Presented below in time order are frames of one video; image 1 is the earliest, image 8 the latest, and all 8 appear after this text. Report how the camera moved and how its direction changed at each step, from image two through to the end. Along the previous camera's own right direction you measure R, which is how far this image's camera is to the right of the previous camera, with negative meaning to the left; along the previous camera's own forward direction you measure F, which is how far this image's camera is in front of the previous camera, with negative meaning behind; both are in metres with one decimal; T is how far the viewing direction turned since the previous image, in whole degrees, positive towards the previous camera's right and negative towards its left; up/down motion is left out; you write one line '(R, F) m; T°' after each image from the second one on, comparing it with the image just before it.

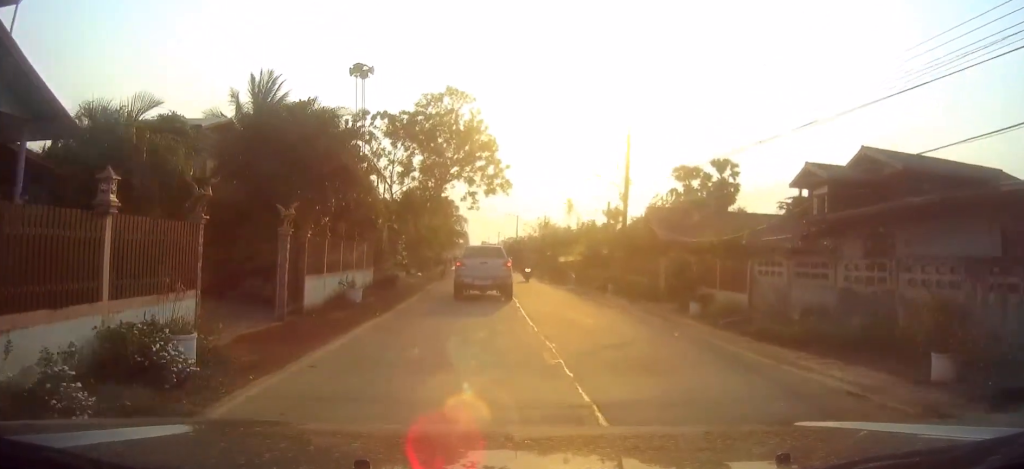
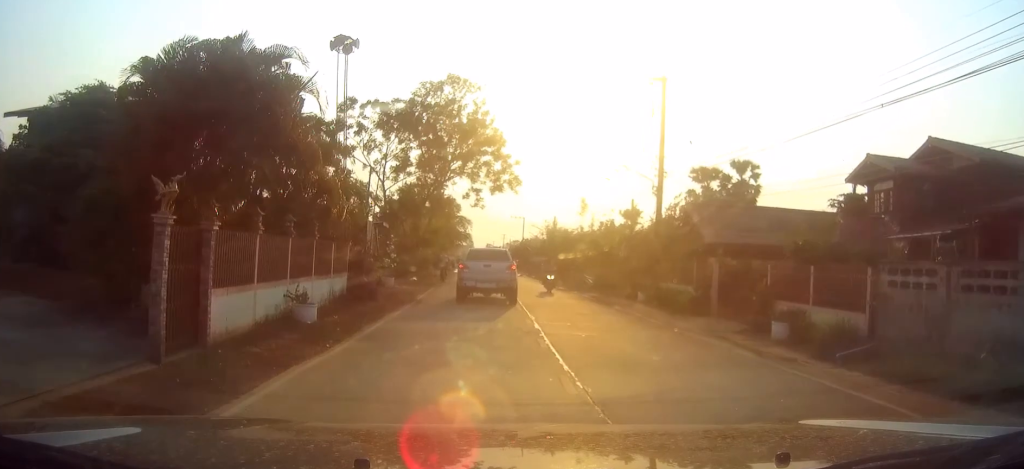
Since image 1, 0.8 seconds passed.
(0.0, +6.0) m; +1°
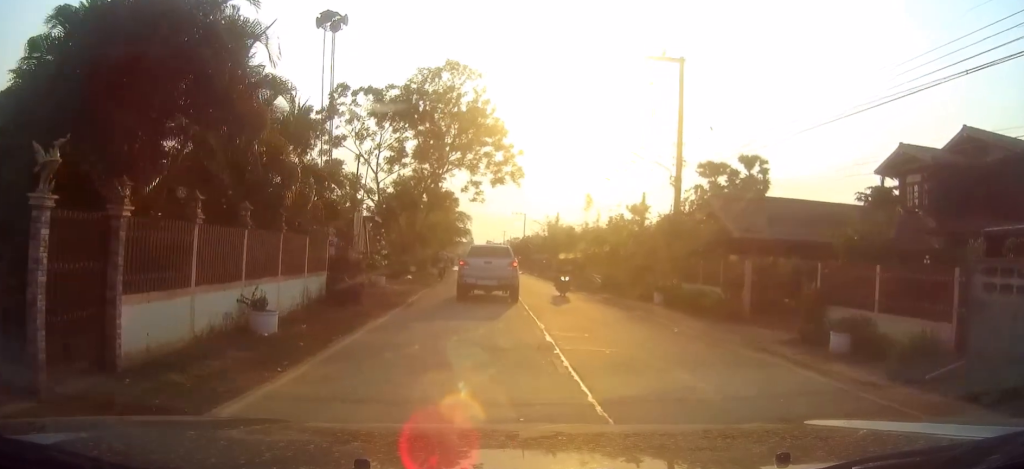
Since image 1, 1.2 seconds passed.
(0.0, +2.9) m; 0°
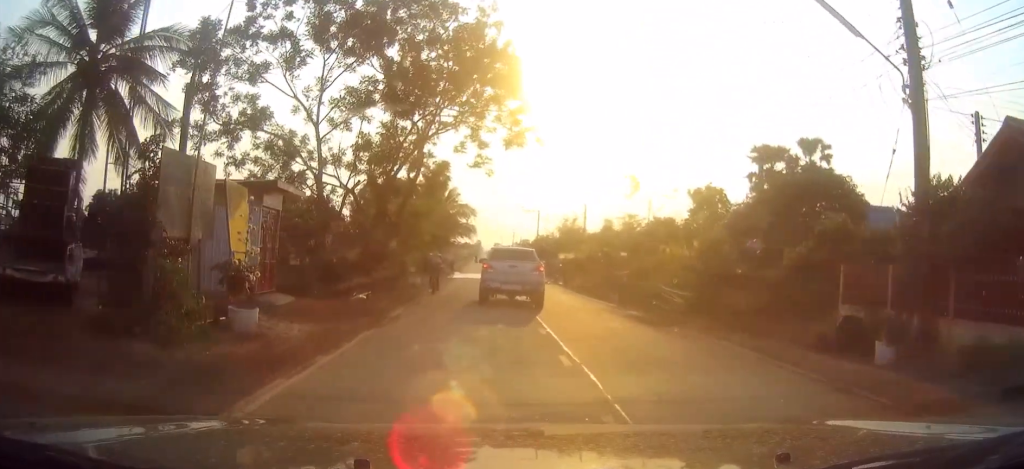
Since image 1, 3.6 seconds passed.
(+0.2, +15.8) m; 0°
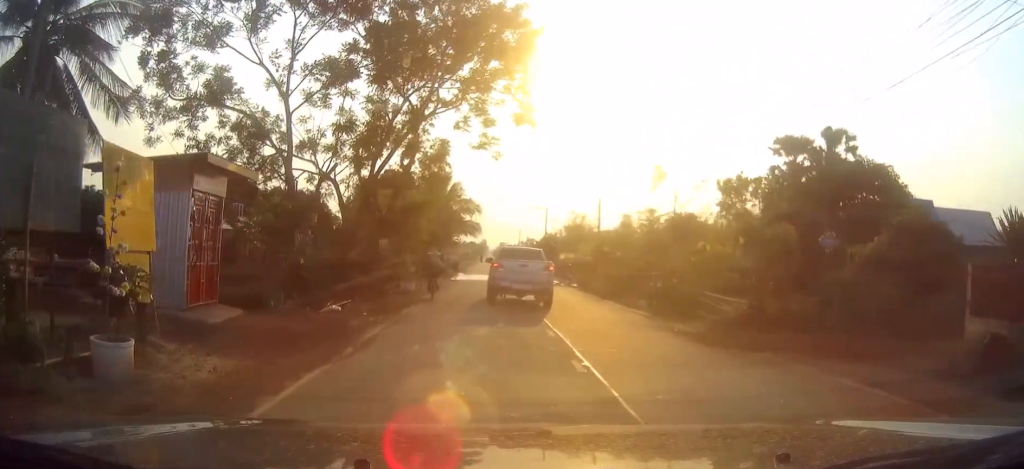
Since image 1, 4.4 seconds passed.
(-0.1, +4.6) m; 0°
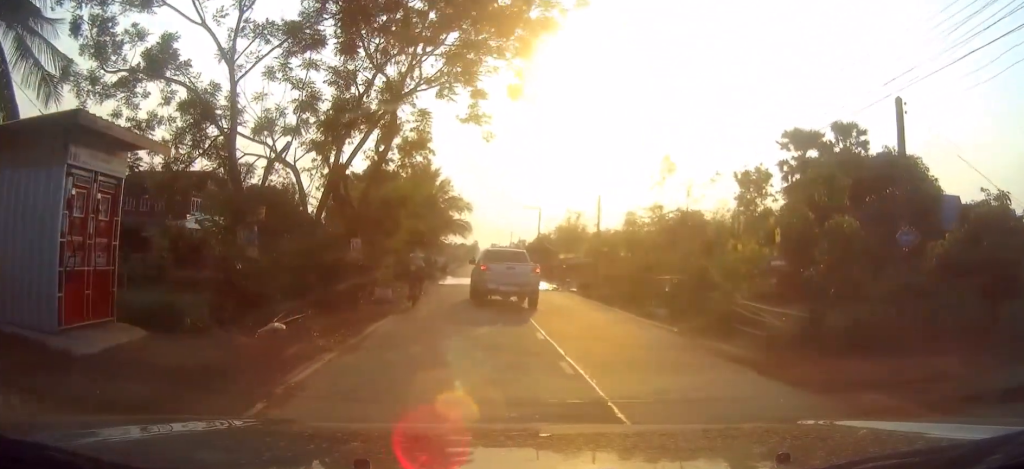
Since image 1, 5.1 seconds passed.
(+0.1, +4.1) m; 0°
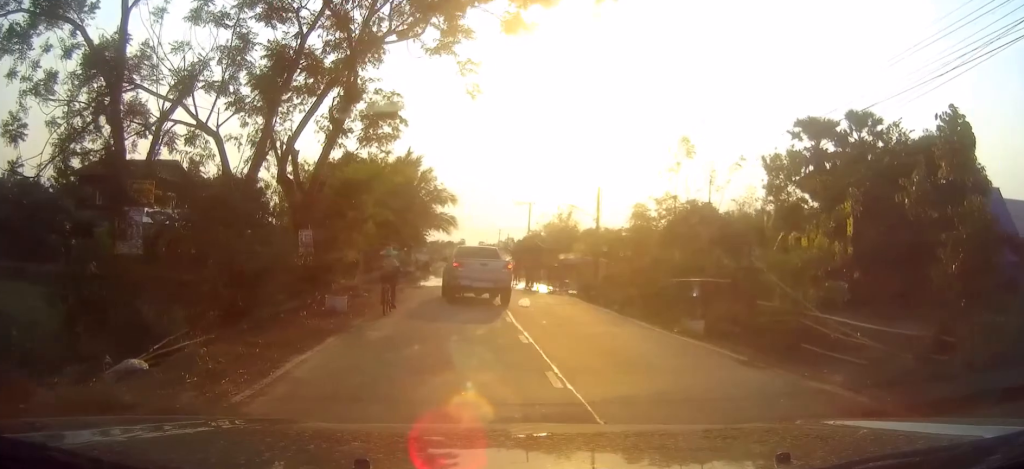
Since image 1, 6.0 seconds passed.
(-0.1, +5.0) m; -1°
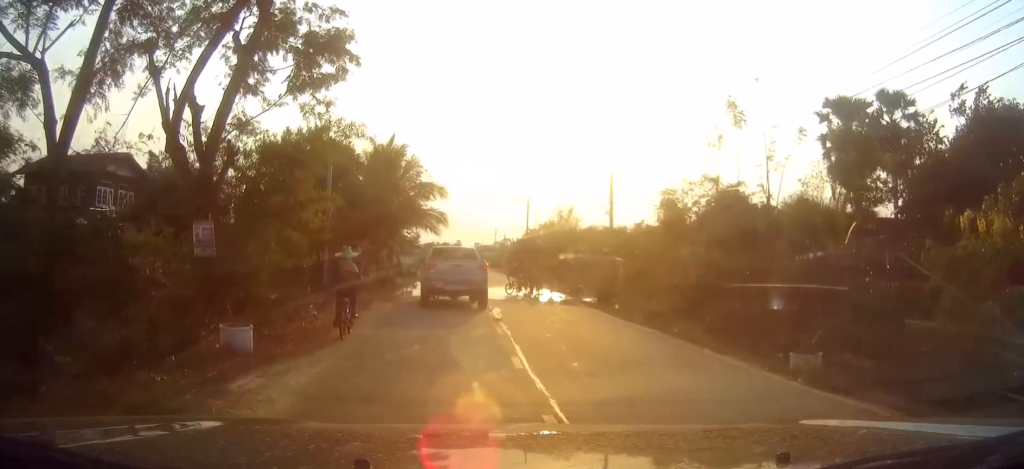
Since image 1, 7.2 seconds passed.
(-0.1, +6.4) m; +1°
